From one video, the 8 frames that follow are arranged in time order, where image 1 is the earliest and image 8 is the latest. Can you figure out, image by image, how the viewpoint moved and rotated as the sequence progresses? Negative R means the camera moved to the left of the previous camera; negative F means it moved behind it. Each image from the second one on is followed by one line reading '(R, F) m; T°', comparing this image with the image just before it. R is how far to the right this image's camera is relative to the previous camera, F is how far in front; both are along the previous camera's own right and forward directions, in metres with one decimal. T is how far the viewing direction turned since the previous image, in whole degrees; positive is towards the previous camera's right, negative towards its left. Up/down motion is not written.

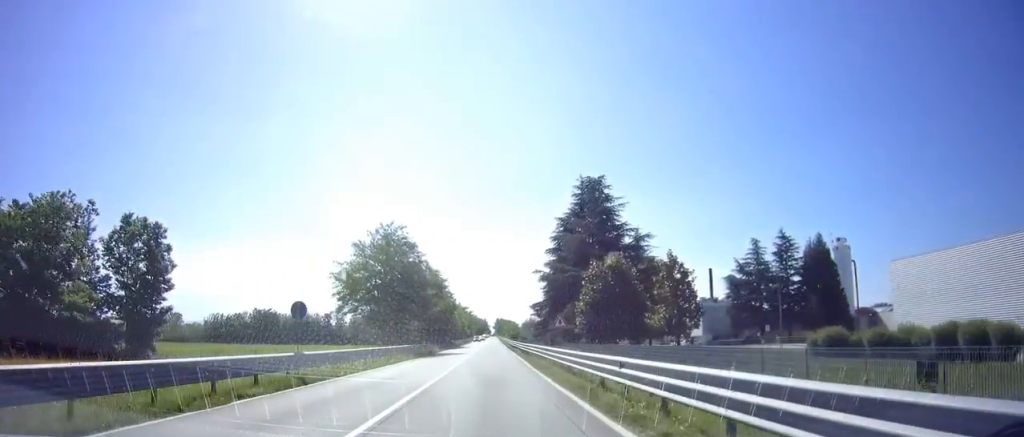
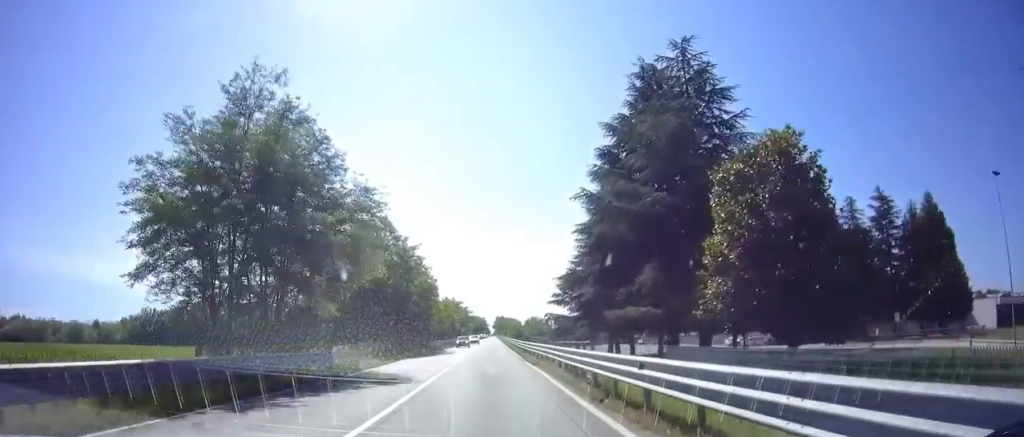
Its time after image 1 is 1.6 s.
(+0.5, +28.8) m; +1°
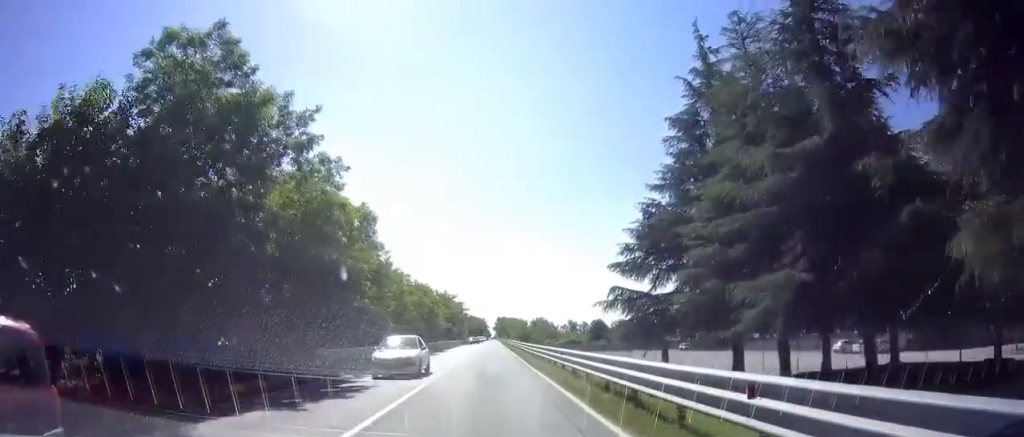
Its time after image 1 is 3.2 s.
(-0.2, +30.6) m; 0°
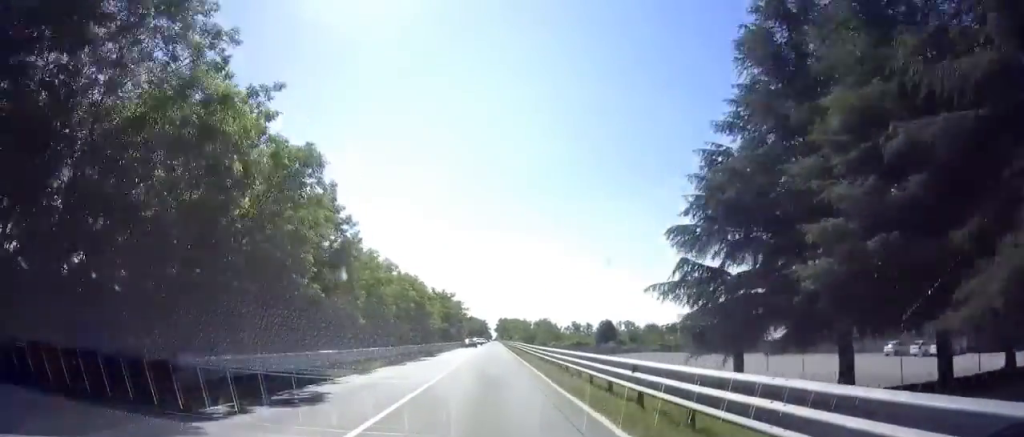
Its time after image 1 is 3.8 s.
(+0.2, +9.9) m; 0°
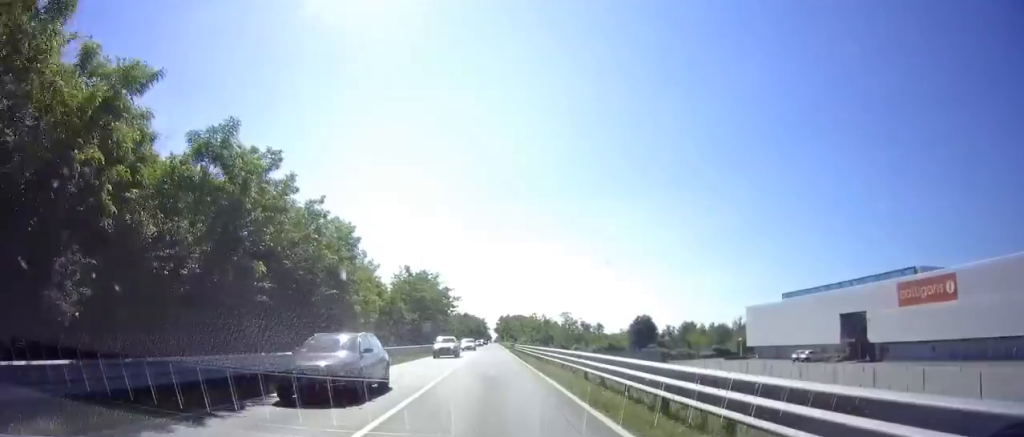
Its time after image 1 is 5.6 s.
(-0.1, +34.2) m; 0°
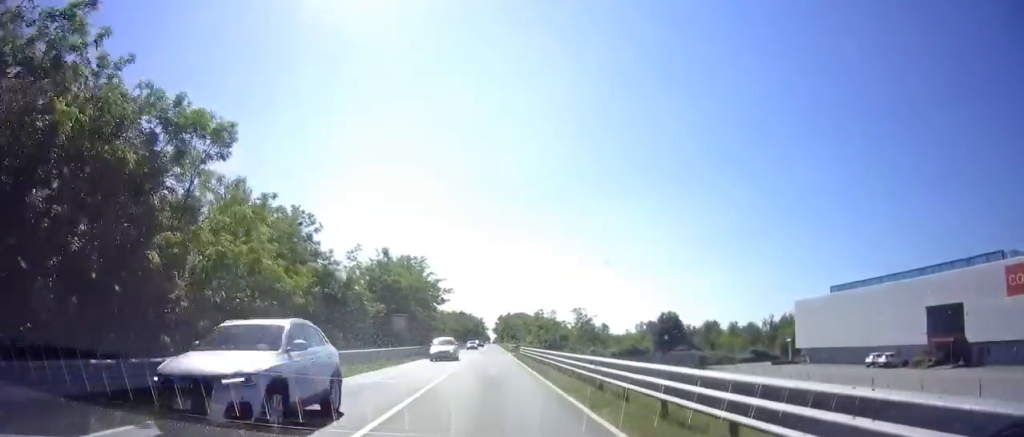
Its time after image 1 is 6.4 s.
(0.0, +15.6) m; 0°
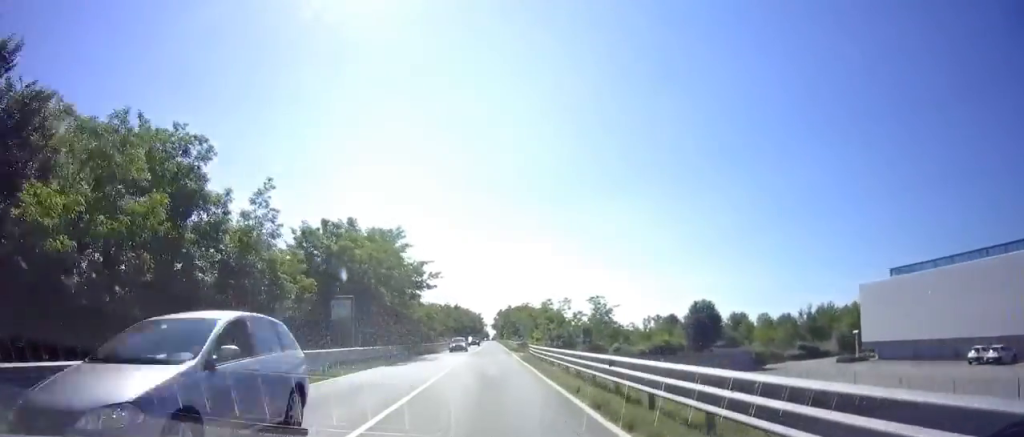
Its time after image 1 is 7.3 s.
(-0.1, +16.2) m; 0°
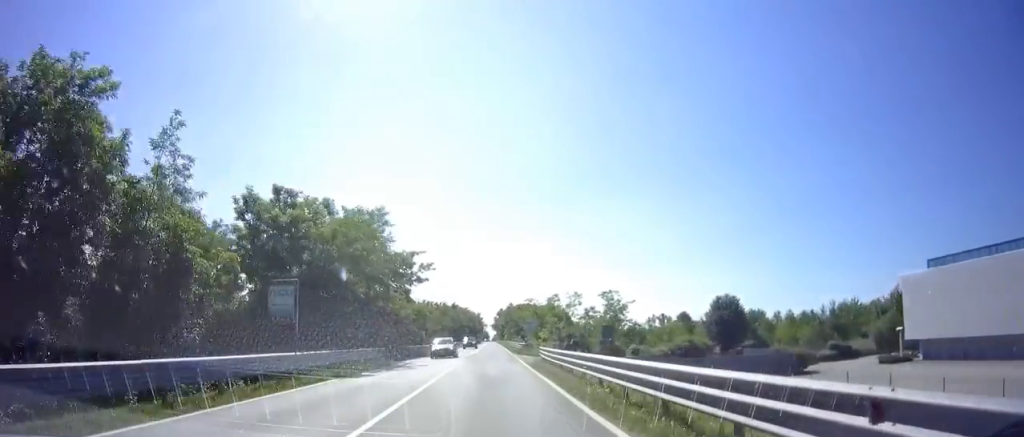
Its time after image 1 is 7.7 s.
(+0.1, +7.5) m; 0°
